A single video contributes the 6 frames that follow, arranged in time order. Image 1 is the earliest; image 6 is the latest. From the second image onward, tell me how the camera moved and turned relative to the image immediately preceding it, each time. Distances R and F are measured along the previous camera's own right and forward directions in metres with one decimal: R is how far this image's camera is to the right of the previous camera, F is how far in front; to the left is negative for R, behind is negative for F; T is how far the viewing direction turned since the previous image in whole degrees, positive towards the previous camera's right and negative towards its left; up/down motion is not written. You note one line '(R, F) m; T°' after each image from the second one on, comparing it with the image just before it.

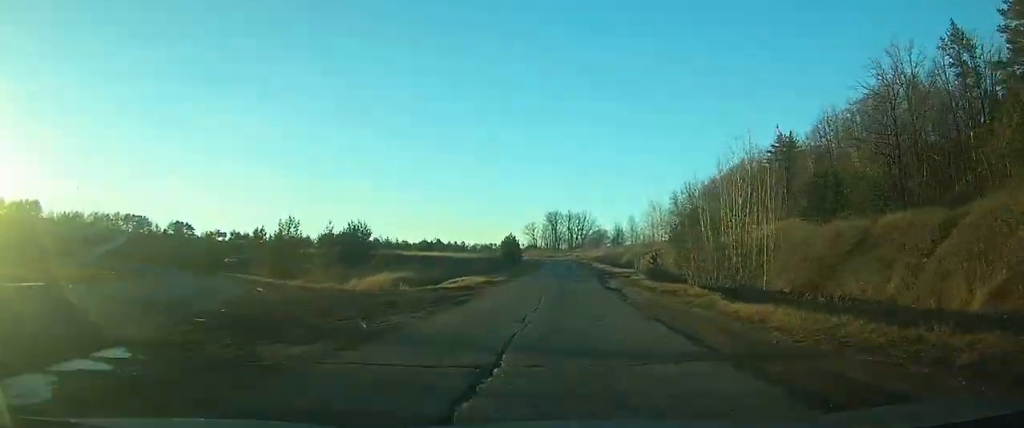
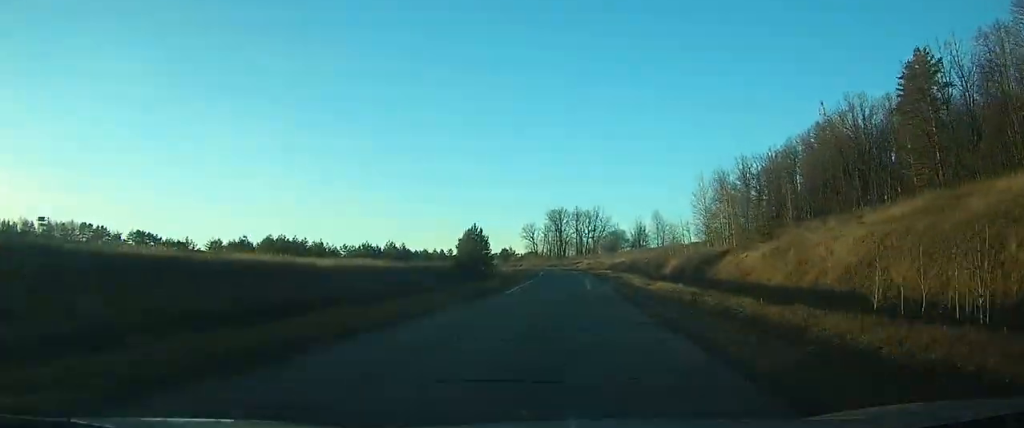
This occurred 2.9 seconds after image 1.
(-0.3, +48.8) m; -1°
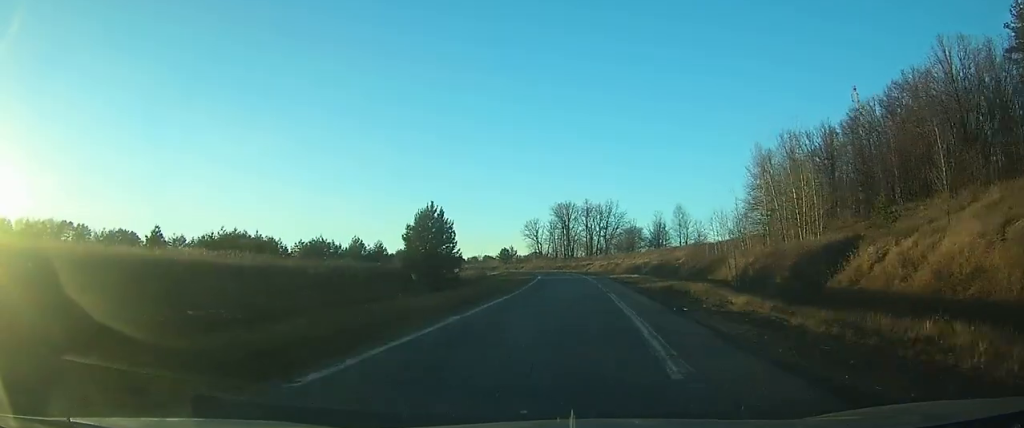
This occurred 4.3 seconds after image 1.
(-0.1, +23.7) m; -1°
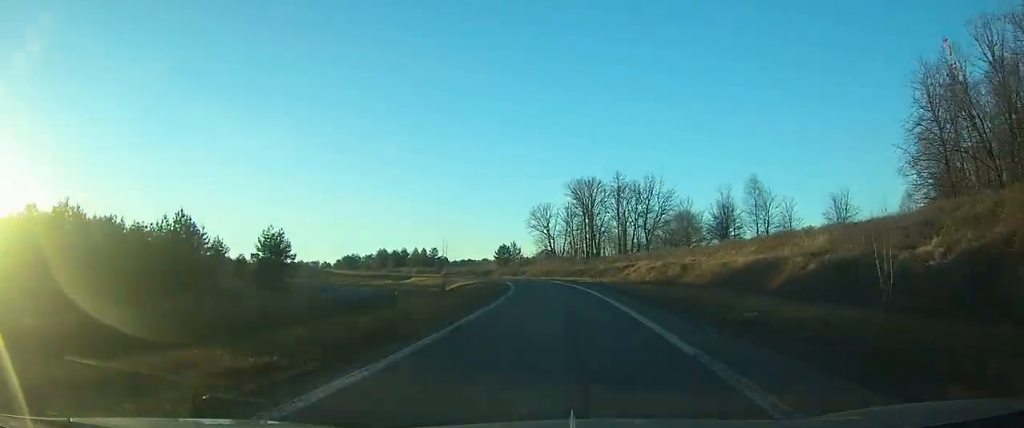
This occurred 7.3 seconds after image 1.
(-0.5, +47.1) m; -2°
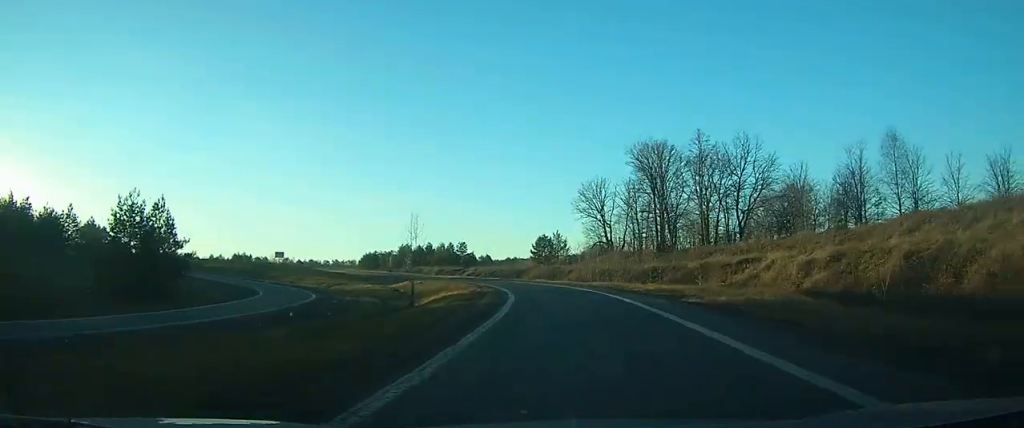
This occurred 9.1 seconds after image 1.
(-0.3, +33.0) m; -4°
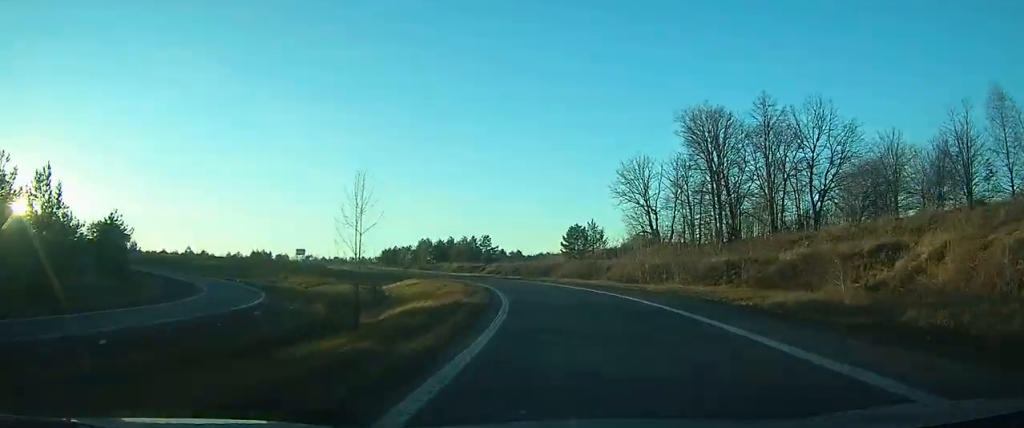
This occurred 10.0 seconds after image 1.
(-0.7, +15.4) m; -4°
